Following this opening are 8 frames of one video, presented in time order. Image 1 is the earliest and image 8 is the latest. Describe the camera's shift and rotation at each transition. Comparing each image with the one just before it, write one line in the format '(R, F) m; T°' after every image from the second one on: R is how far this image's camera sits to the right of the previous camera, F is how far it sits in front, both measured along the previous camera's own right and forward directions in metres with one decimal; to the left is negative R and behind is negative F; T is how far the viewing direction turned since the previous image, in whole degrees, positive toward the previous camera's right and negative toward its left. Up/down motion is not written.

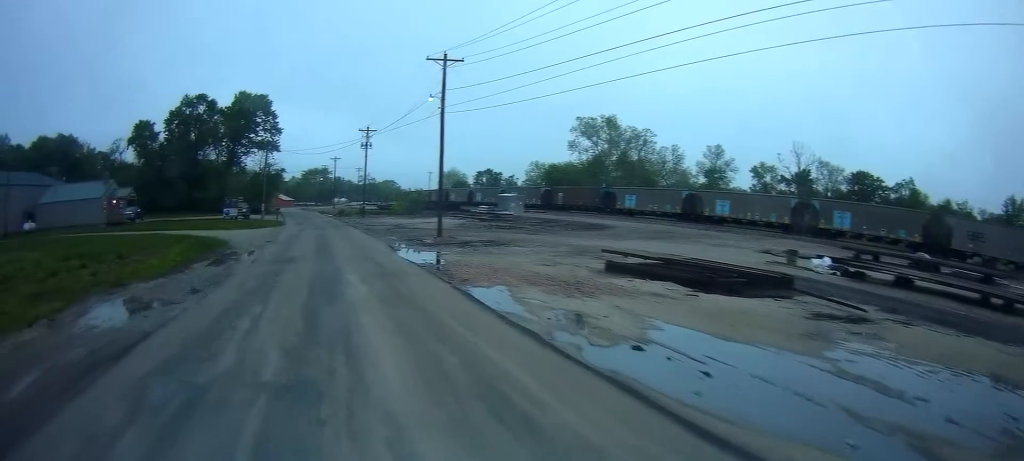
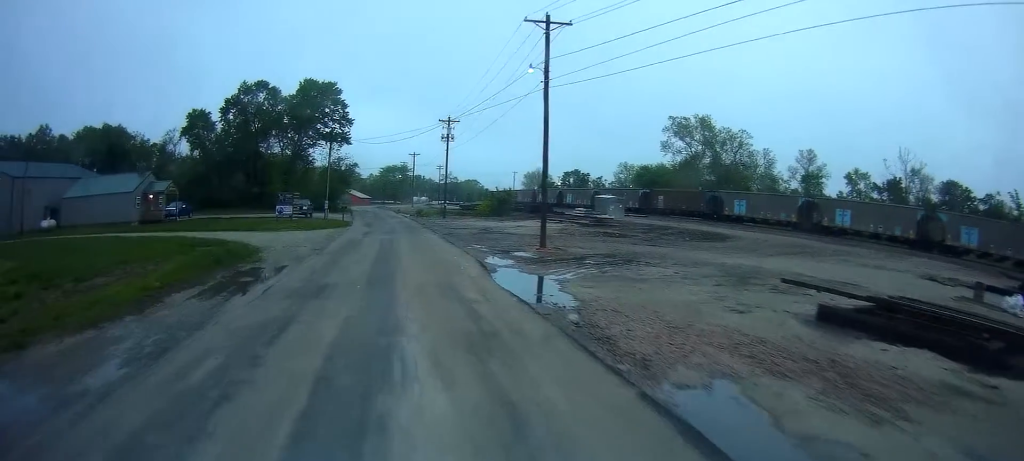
(-0.8, +7.3) m; -3°
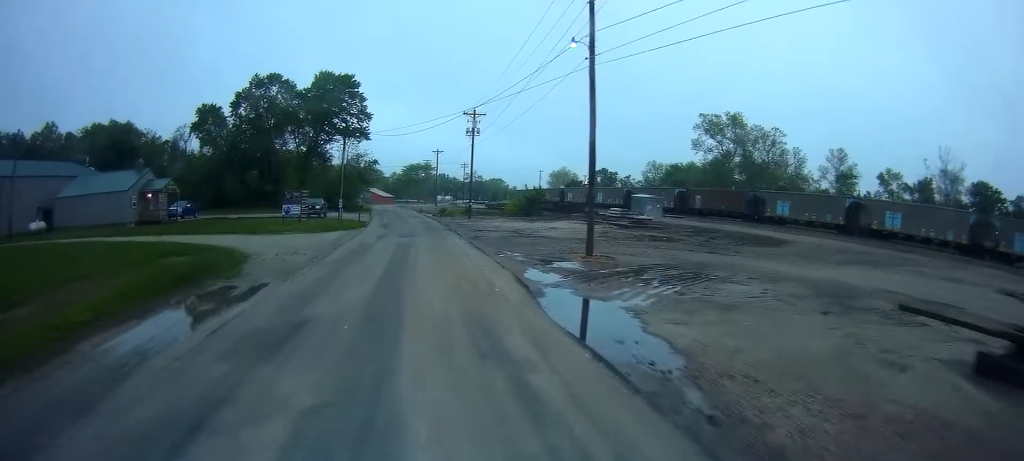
(+0.3, +4.4) m; -1°
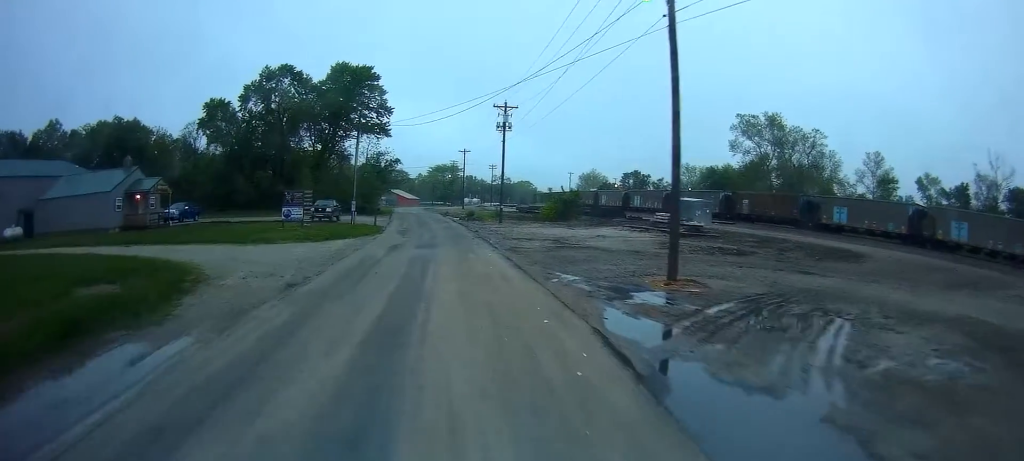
(-0.1, +5.9) m; -2°
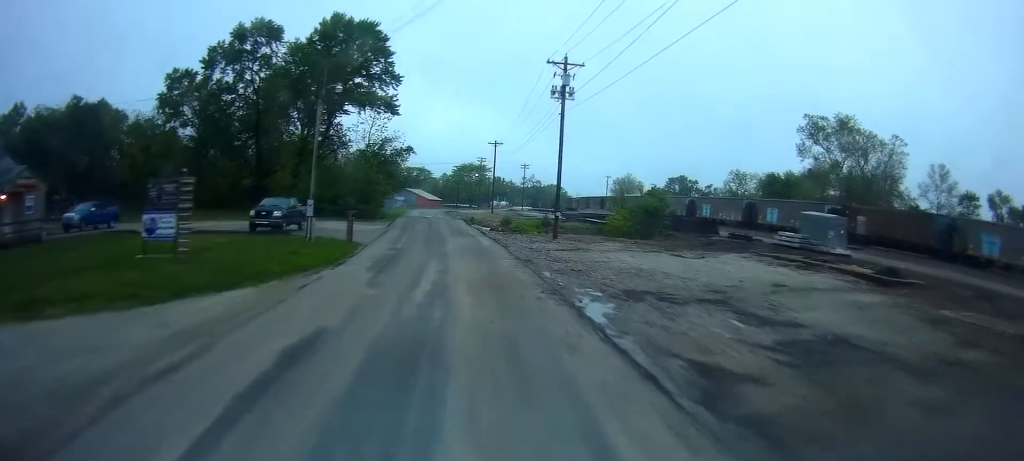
(-0.6, +19.1) m; 0°
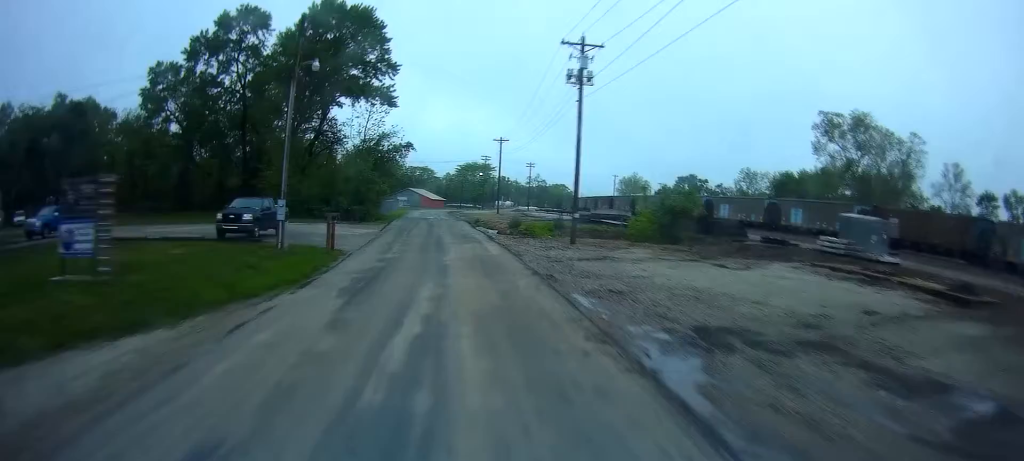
(+0.1, +4.9) m; +1°
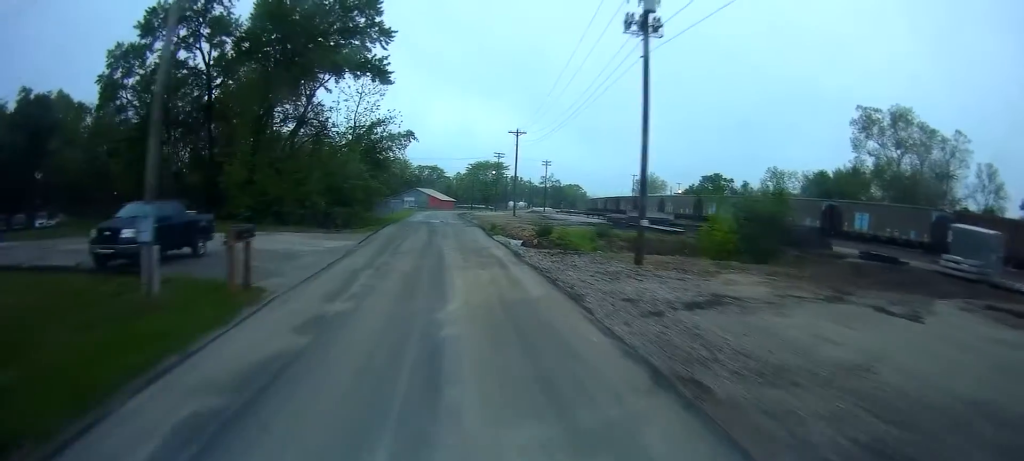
(-0.1, +10.8) m; -4°
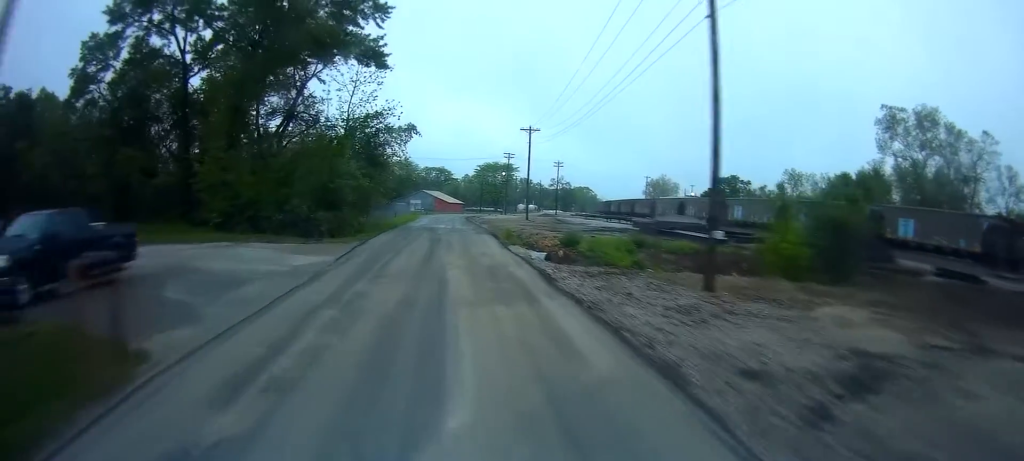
(-0.3, +5.9) m; -2°
